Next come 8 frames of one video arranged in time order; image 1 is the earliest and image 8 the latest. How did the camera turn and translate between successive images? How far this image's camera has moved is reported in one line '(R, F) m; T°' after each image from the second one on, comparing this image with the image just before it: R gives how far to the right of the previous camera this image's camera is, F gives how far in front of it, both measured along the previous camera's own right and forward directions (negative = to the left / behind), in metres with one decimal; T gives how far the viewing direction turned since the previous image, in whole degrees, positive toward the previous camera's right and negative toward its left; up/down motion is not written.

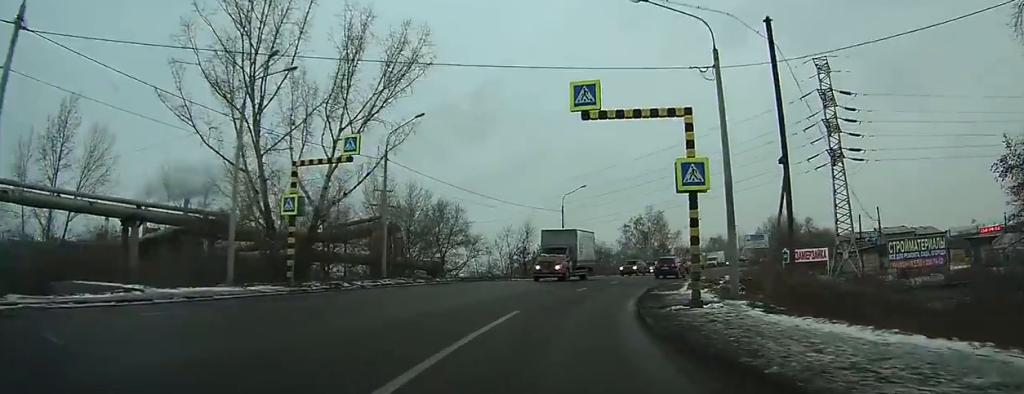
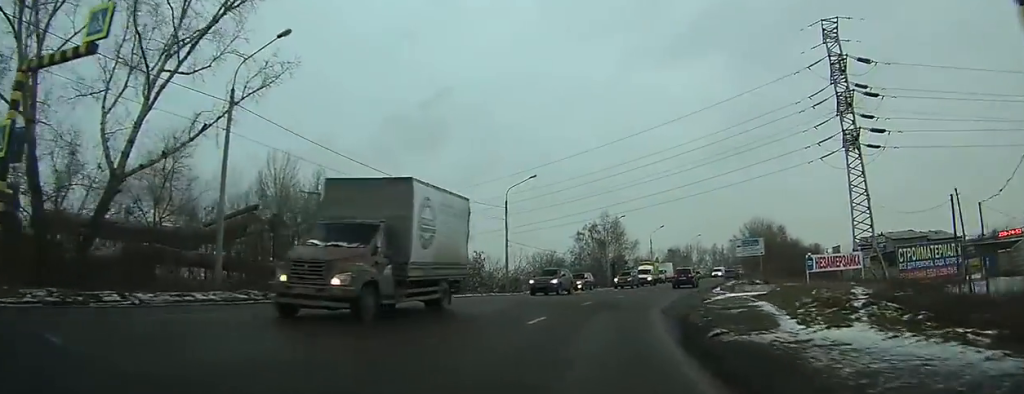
(+0.6, +13.5) m; +5°
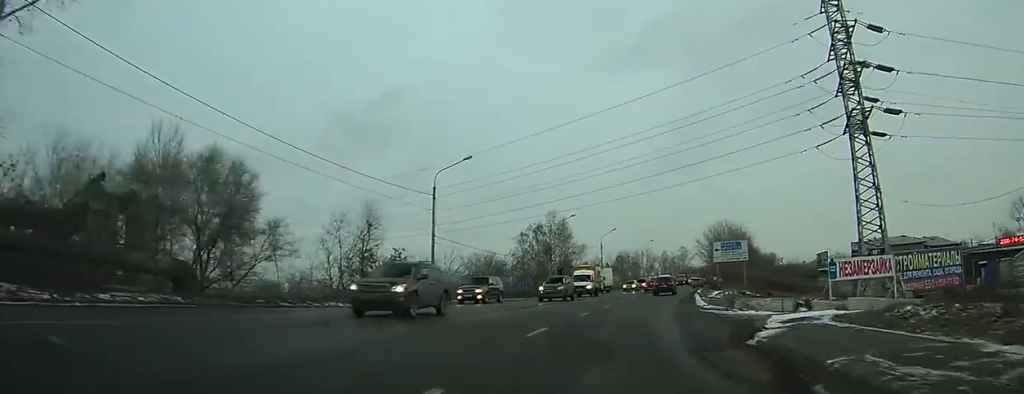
(+0.4, +9.9) m; +4°
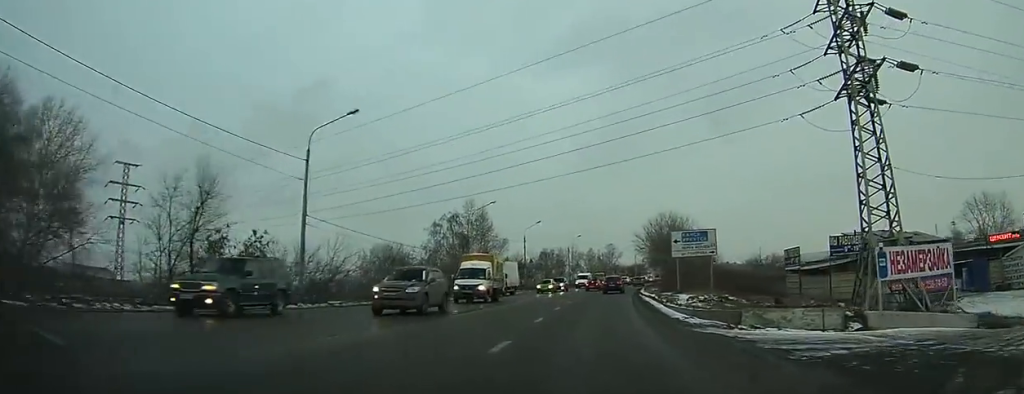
(+0.4, +10.6) m; +5°
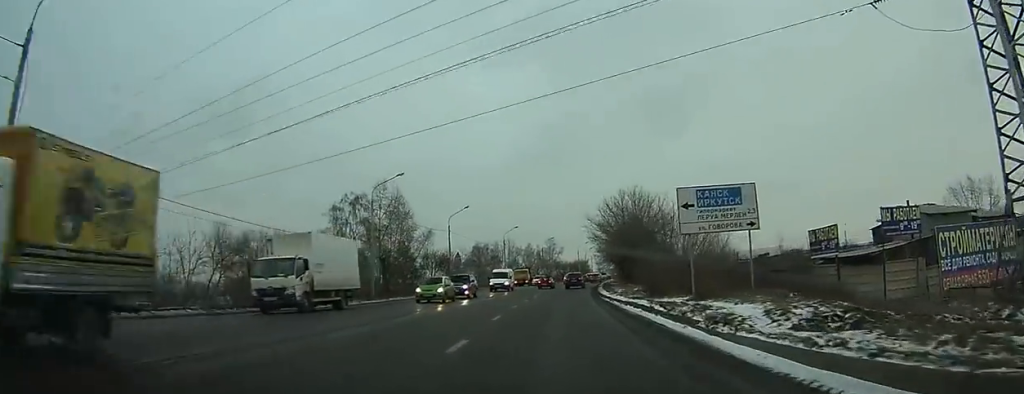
(+1.0, +15.9) m; +7°
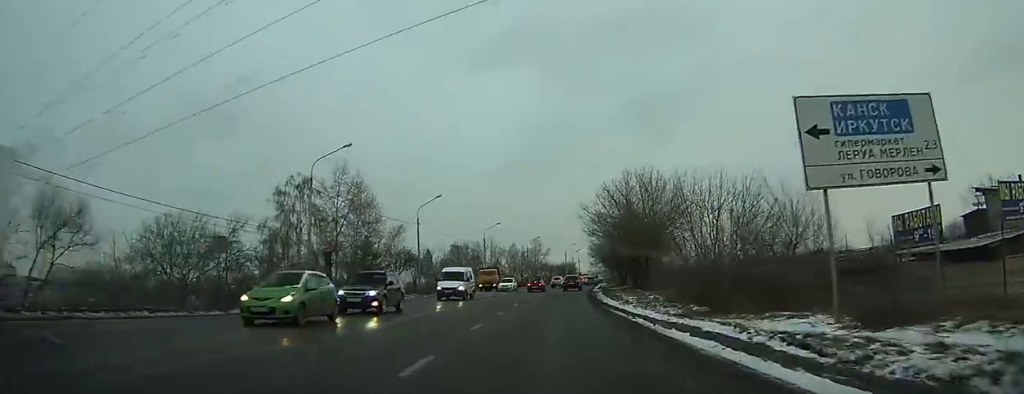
(+0.3, +10.0) m; +3°
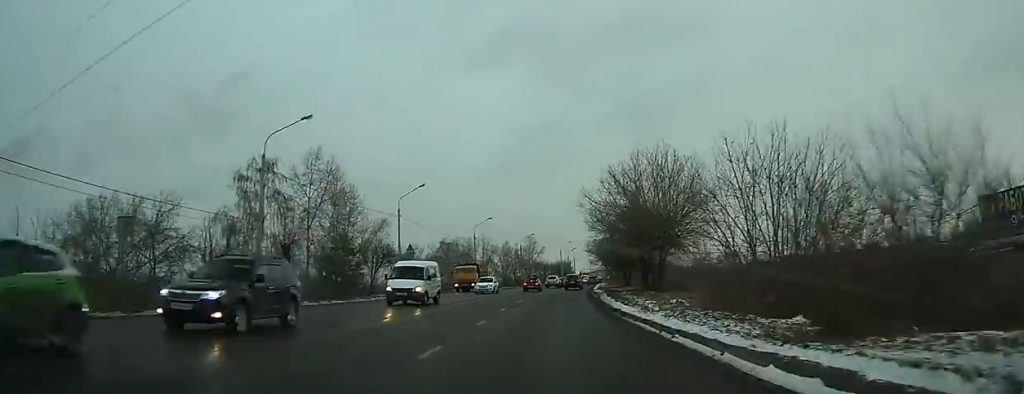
(+0.1, +5.7) m; +1°
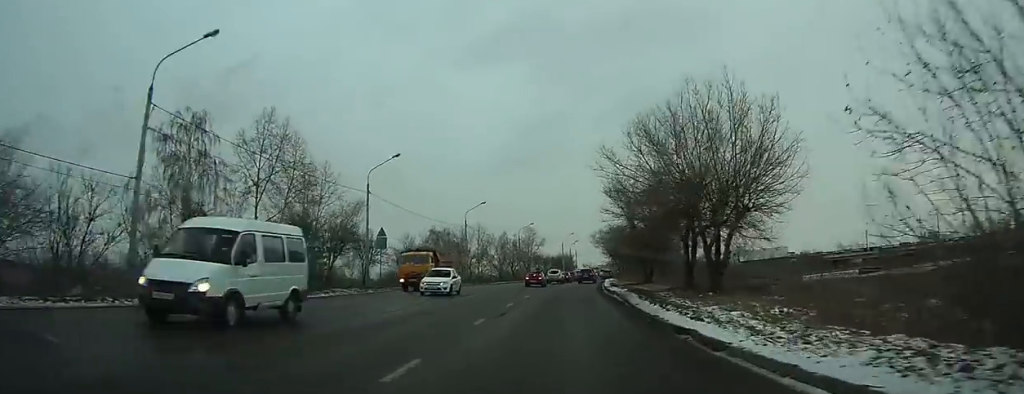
(+0.3, +9.6) m; 0°
